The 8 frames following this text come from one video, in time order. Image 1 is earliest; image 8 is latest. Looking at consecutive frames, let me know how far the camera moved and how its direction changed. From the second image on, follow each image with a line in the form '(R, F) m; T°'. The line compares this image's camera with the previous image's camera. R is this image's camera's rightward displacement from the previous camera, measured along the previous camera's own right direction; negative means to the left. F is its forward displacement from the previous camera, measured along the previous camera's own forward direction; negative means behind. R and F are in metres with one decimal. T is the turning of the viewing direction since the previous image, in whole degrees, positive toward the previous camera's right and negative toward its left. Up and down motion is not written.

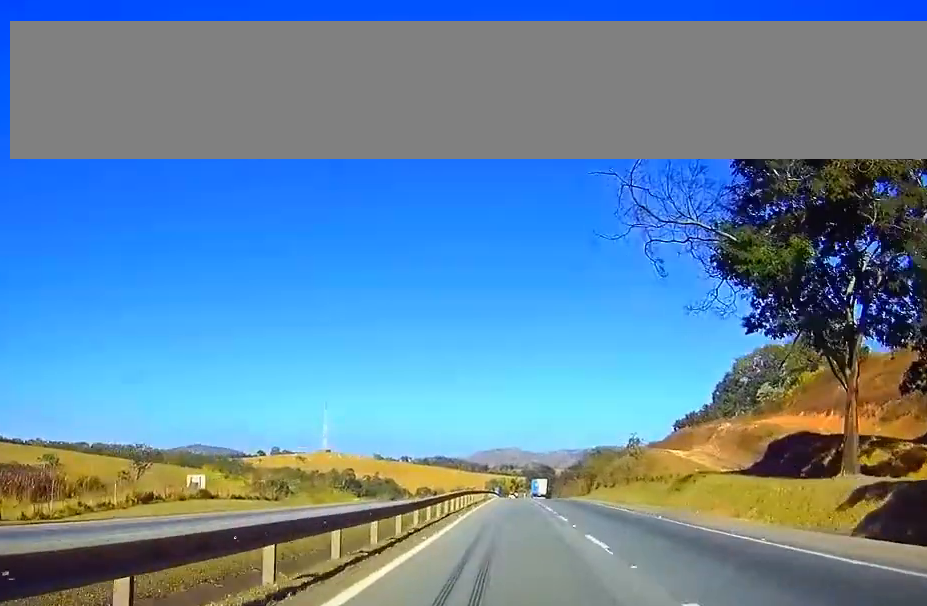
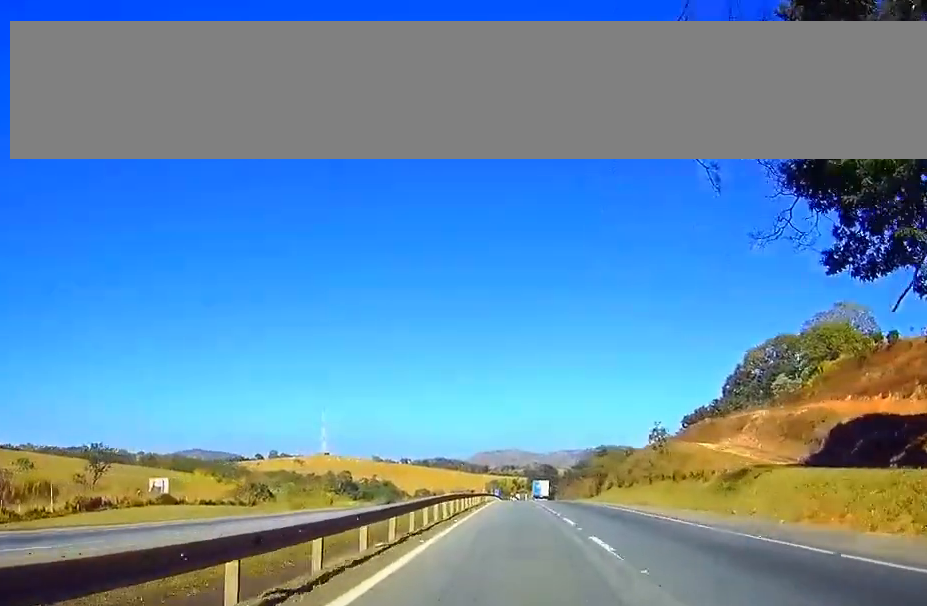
(0.0, +13.4) m; 0°
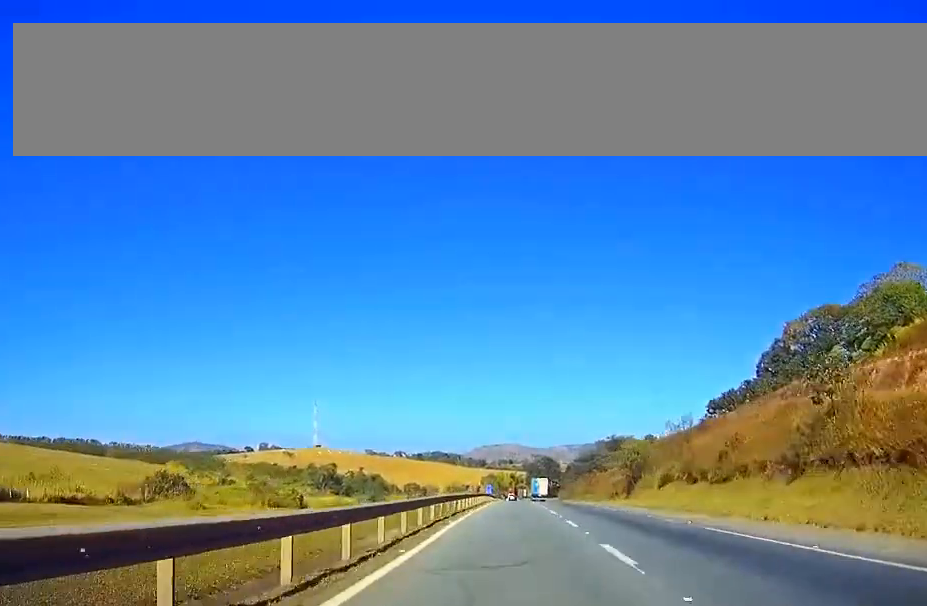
(0.0, +37.8) m; 0°
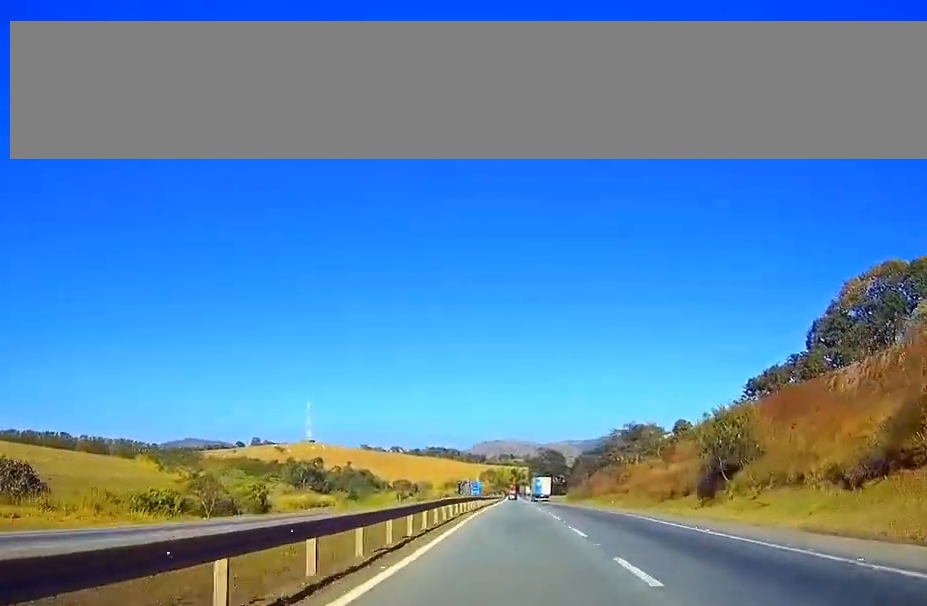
(0.0, +38.7) m; 0°
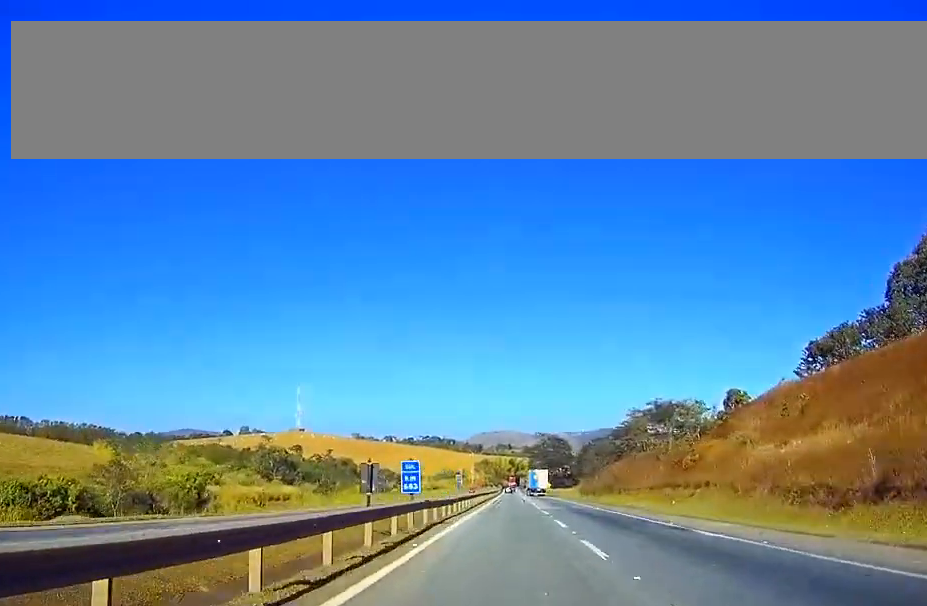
(0.0, +42.9) m; 0°
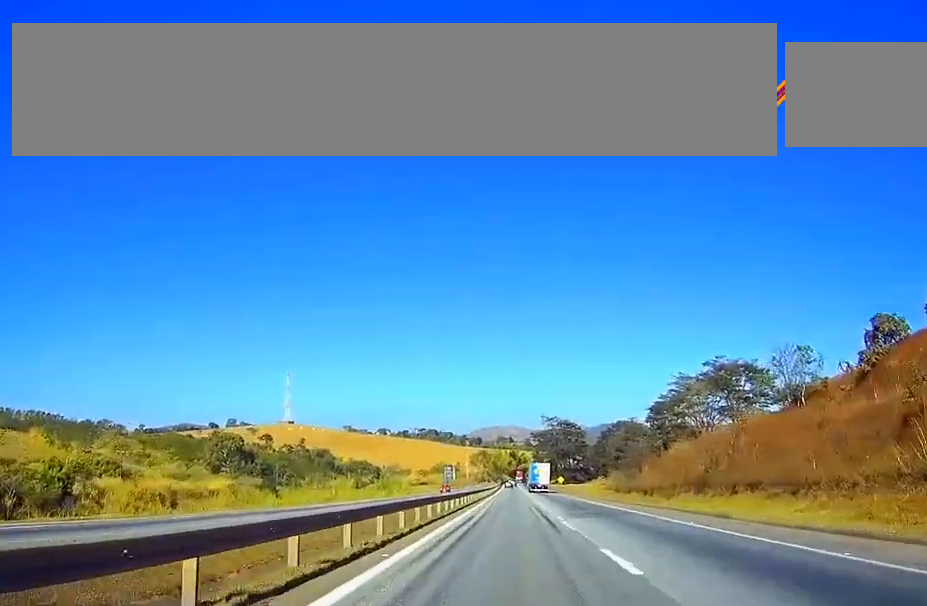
(+0.1, +54.5) m; 0°
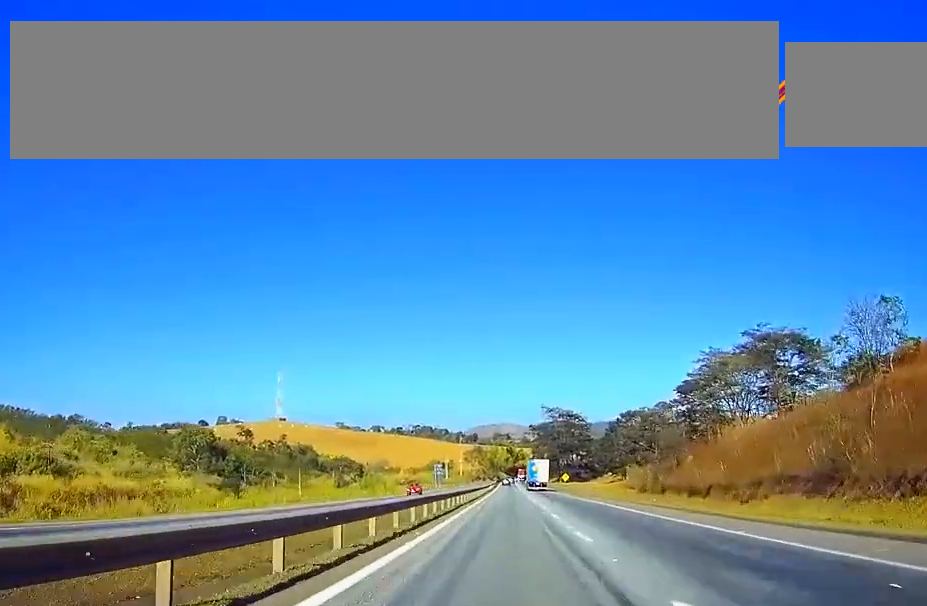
(+0.1, +24.7) m; 0°
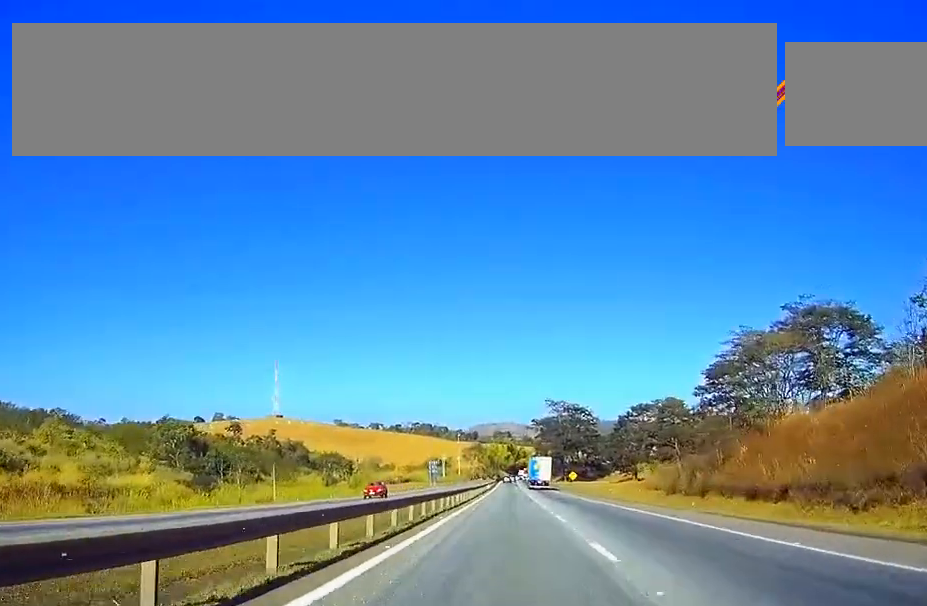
(0.0, +16.5) m; 0°
